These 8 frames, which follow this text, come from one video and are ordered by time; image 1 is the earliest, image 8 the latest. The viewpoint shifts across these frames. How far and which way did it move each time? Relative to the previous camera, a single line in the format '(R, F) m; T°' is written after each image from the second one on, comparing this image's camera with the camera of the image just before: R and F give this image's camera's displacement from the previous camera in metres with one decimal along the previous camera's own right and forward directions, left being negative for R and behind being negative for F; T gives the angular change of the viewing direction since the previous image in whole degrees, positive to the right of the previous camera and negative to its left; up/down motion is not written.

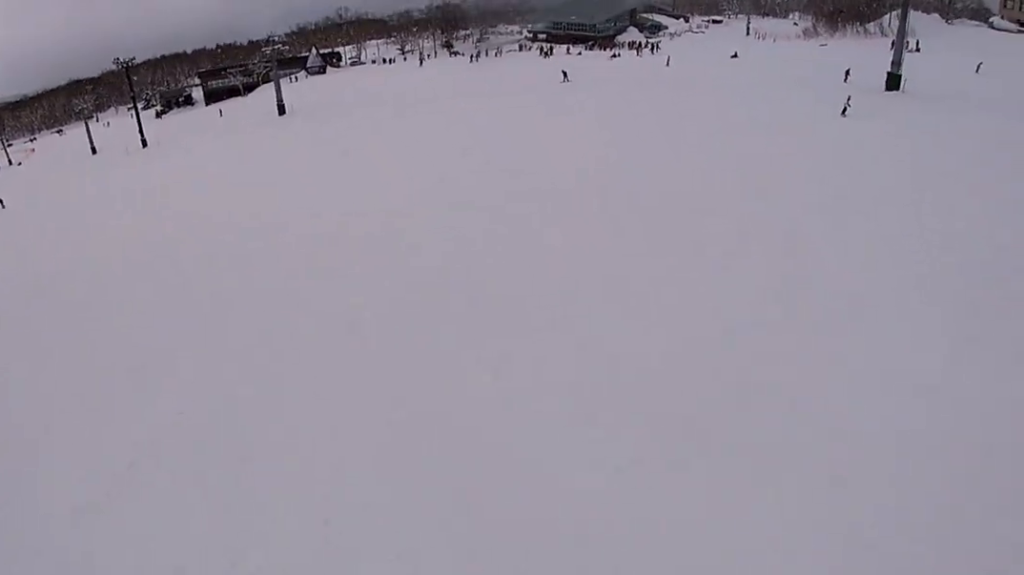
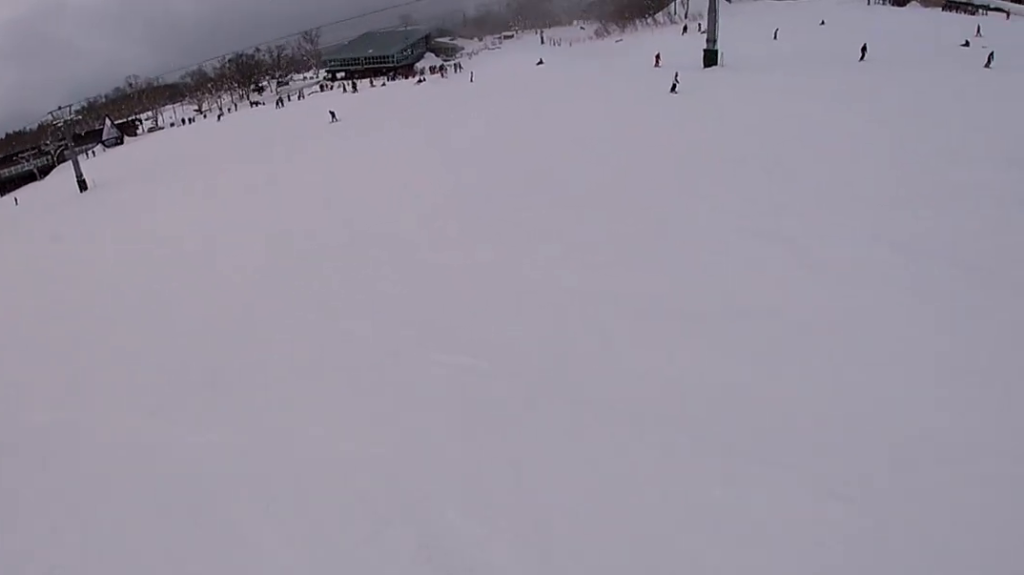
(-0.3, +5.8) m; +10°
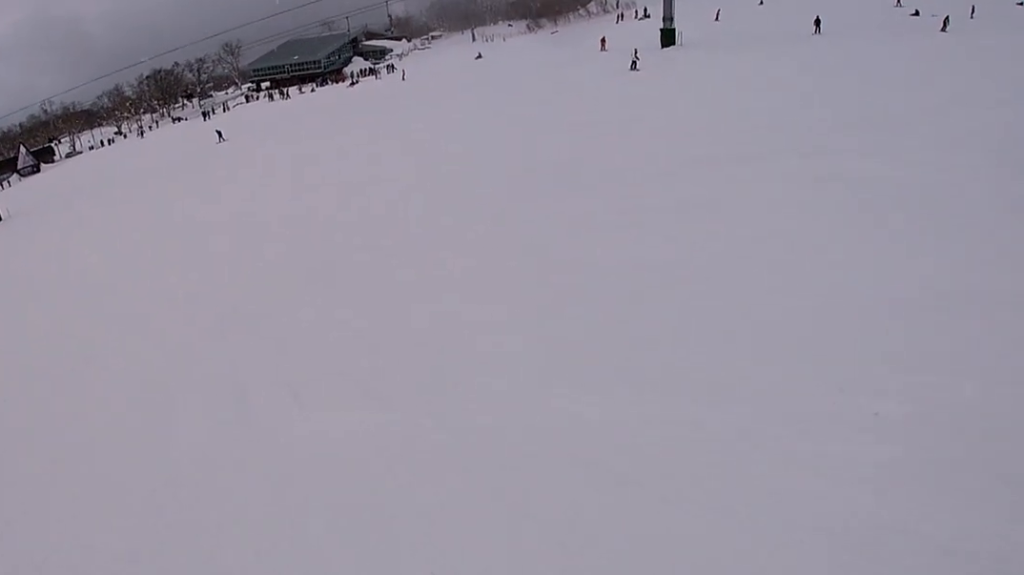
(+1.0, +5.4) m; +7°
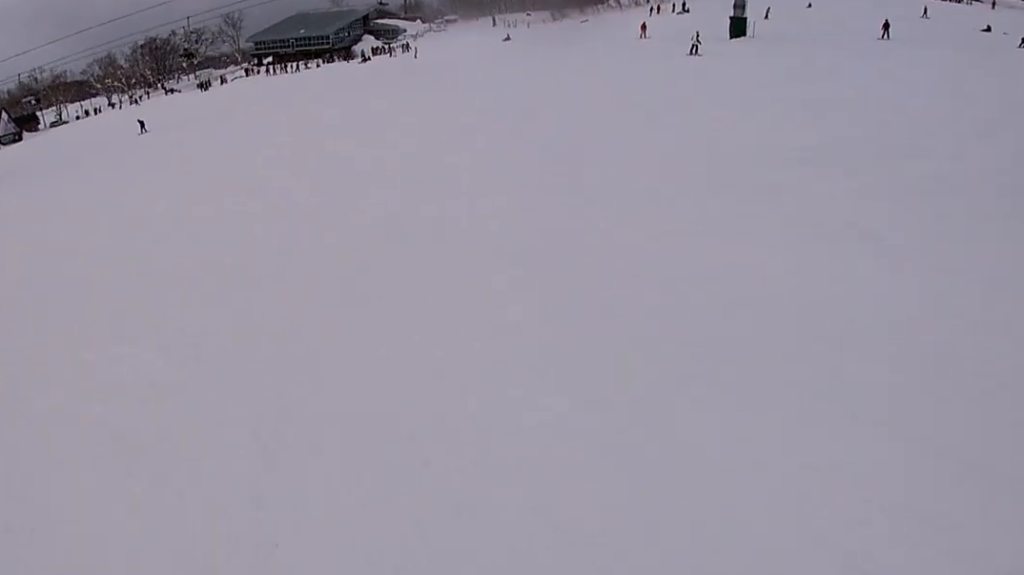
(+1.1, +8.4) m; +7°
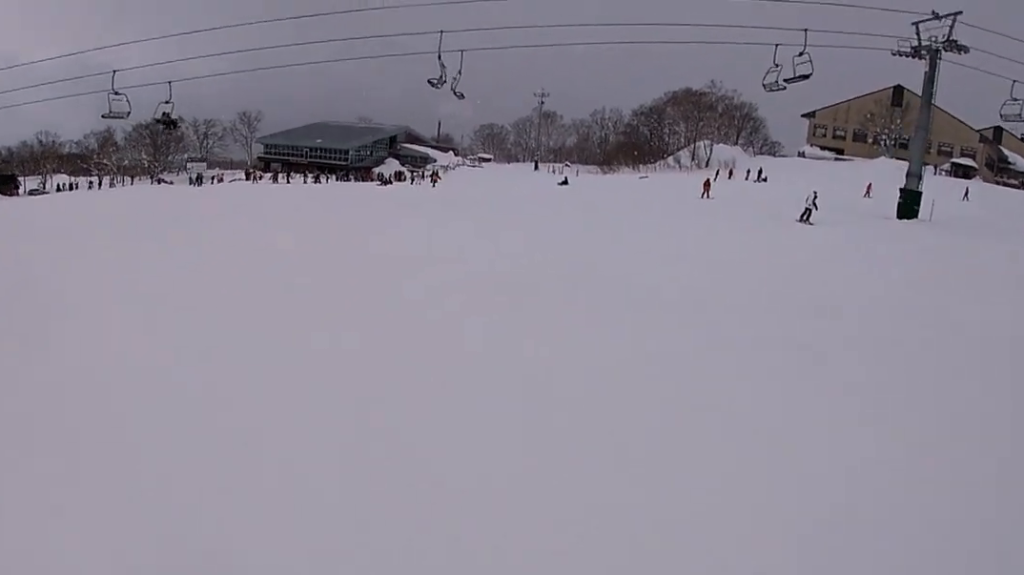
(+1.6, +18.3) m; +9°
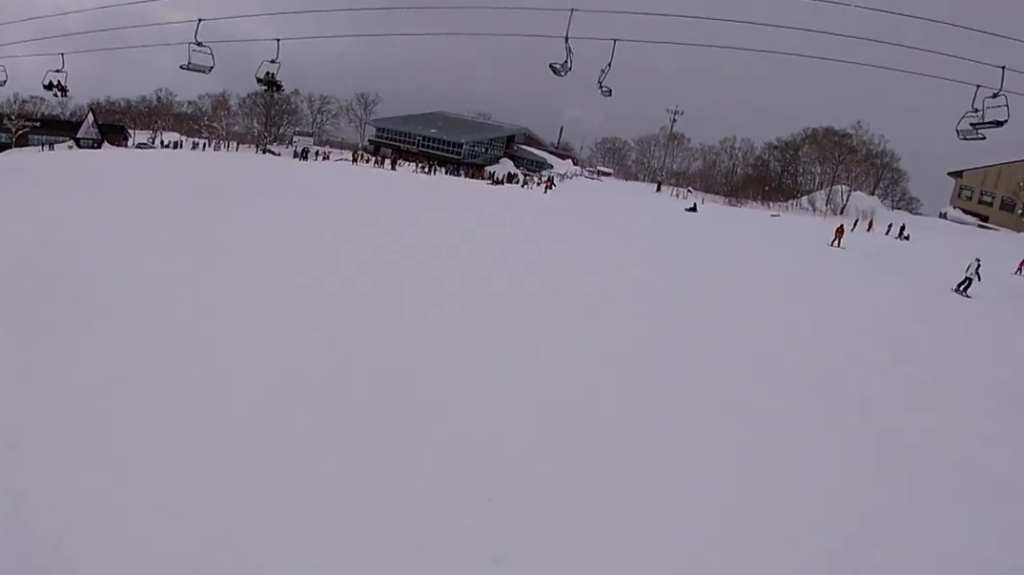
(-0.3, +4.8) m; -2°
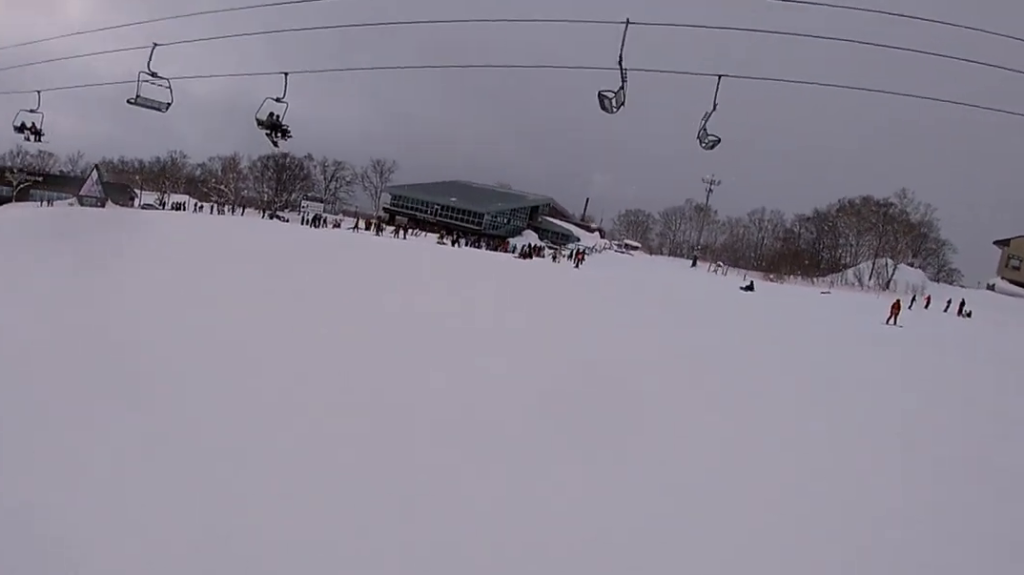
(-0.2, +7.8) m; -4°
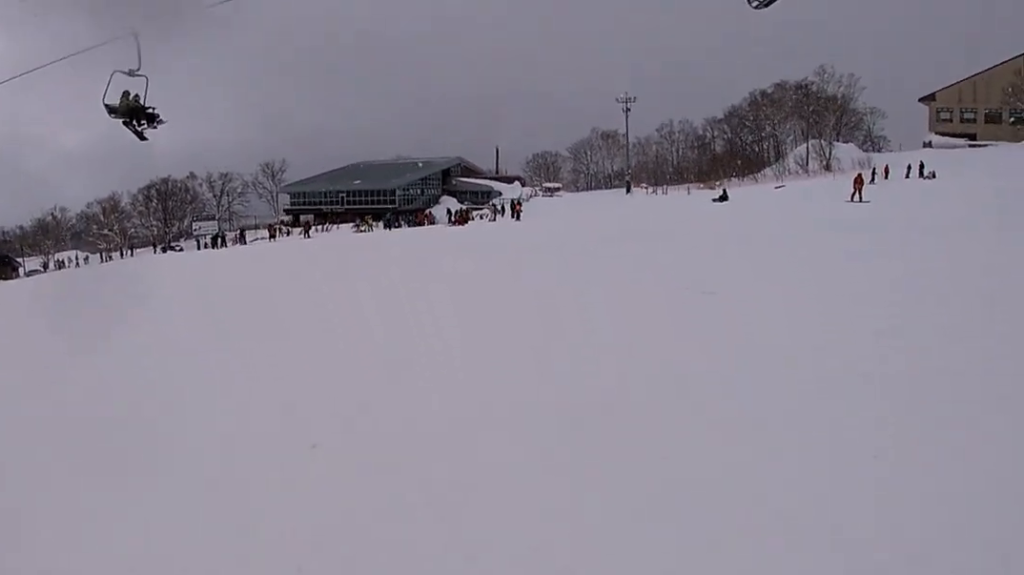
(-0.3, +8.3) m; -5°
